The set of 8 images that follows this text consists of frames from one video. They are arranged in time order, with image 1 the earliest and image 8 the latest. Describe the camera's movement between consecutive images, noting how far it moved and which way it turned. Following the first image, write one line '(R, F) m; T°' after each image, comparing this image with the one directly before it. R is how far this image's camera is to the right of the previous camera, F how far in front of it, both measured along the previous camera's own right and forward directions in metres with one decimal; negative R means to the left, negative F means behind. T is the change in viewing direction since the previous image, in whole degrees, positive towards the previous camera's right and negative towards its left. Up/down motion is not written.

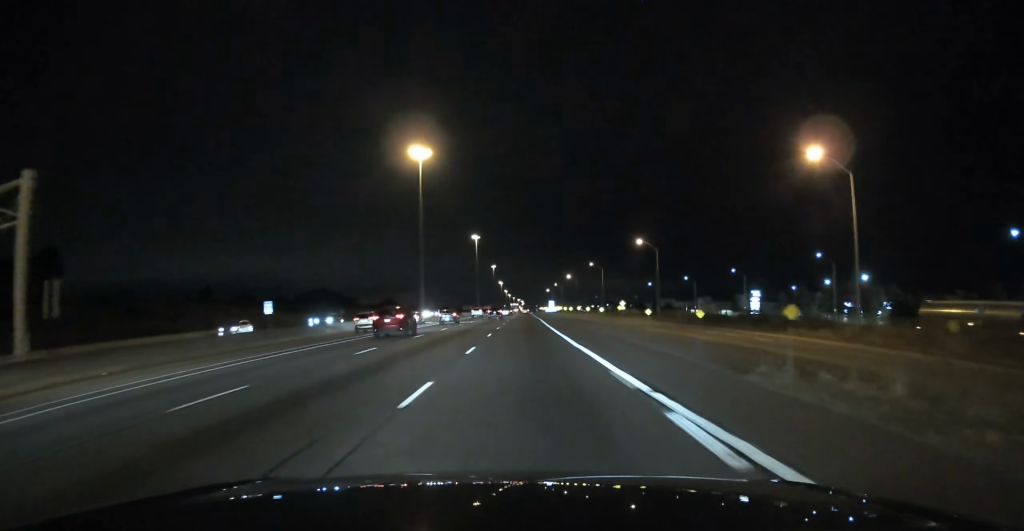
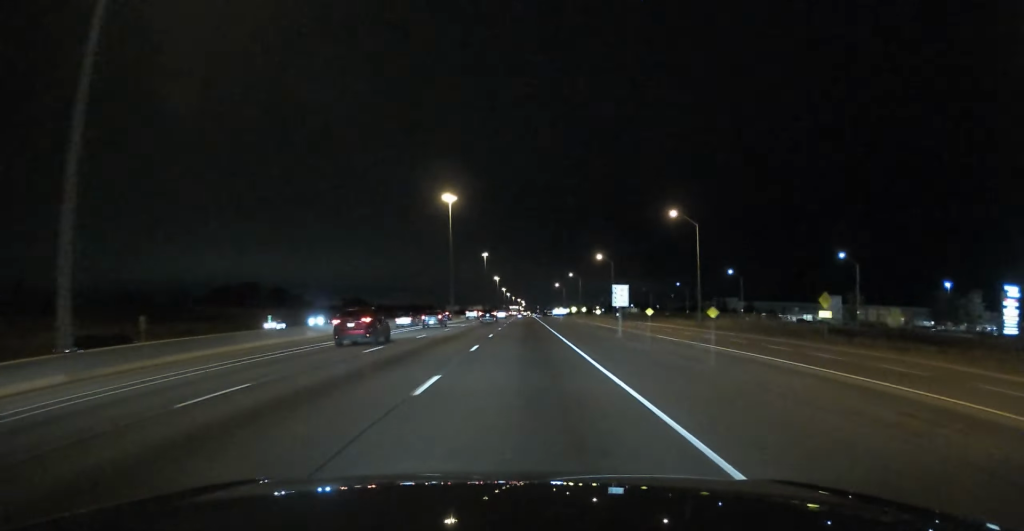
(-0.1, +94.8) m; 0°
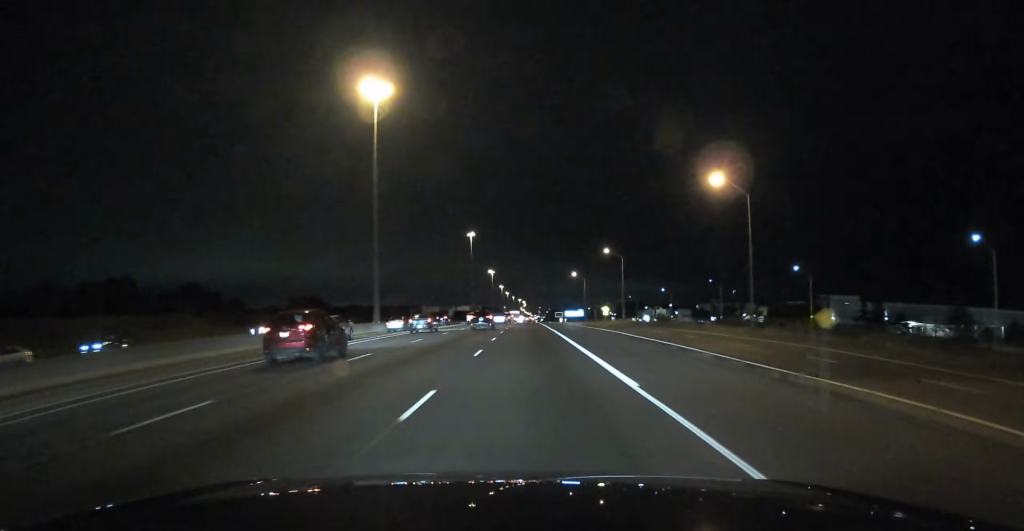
(-0.1, +86.4) m; 0°
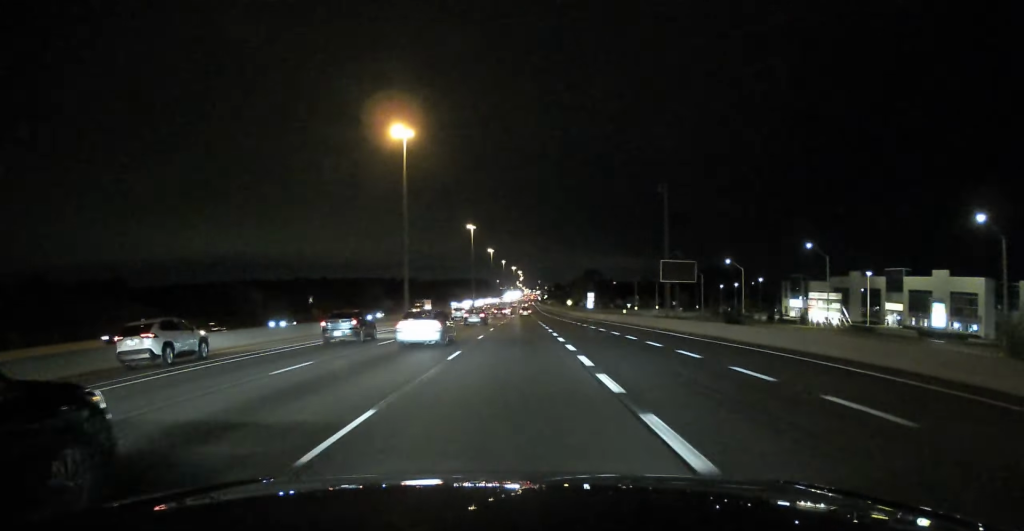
(+1.1, +257.8) m; +1°
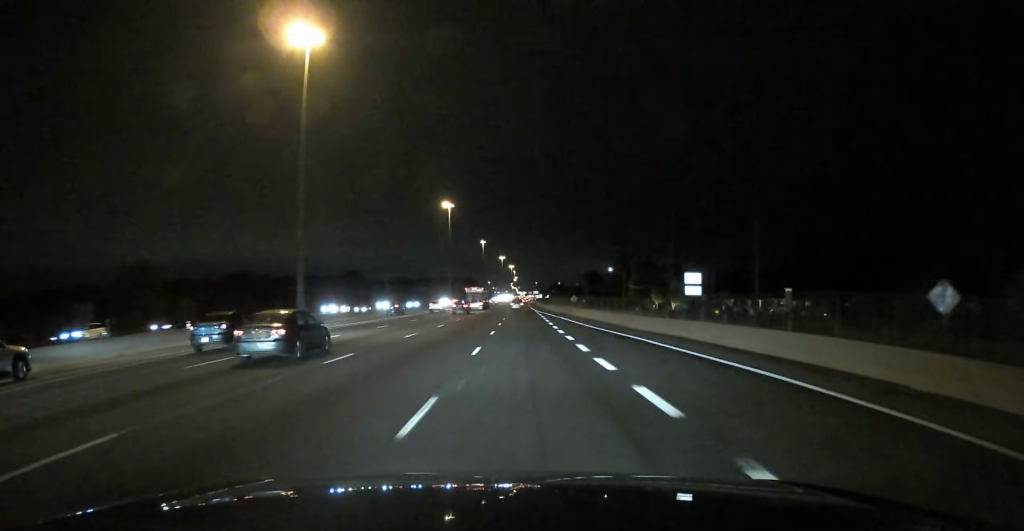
(+0.2, +180.9) m; 0°
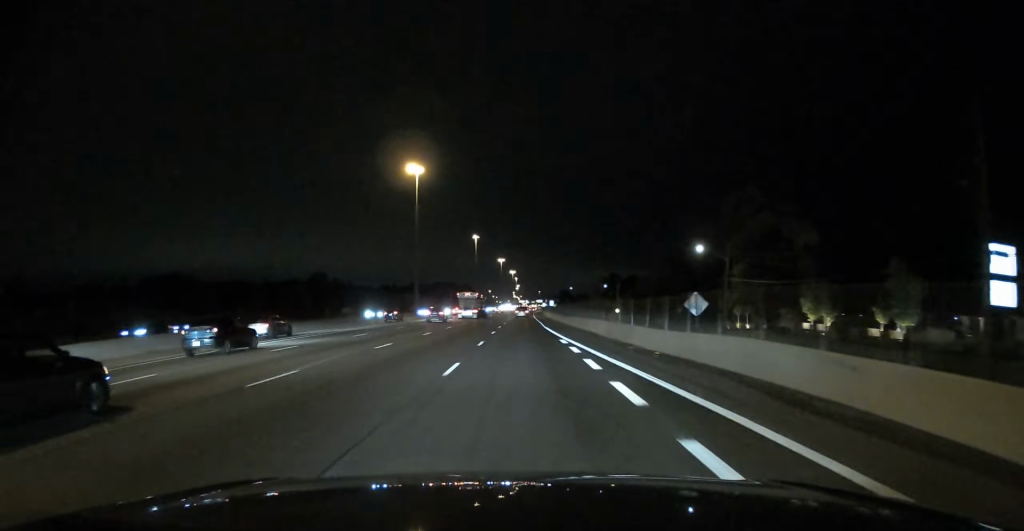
(-0.2, +66.2) m; 0°
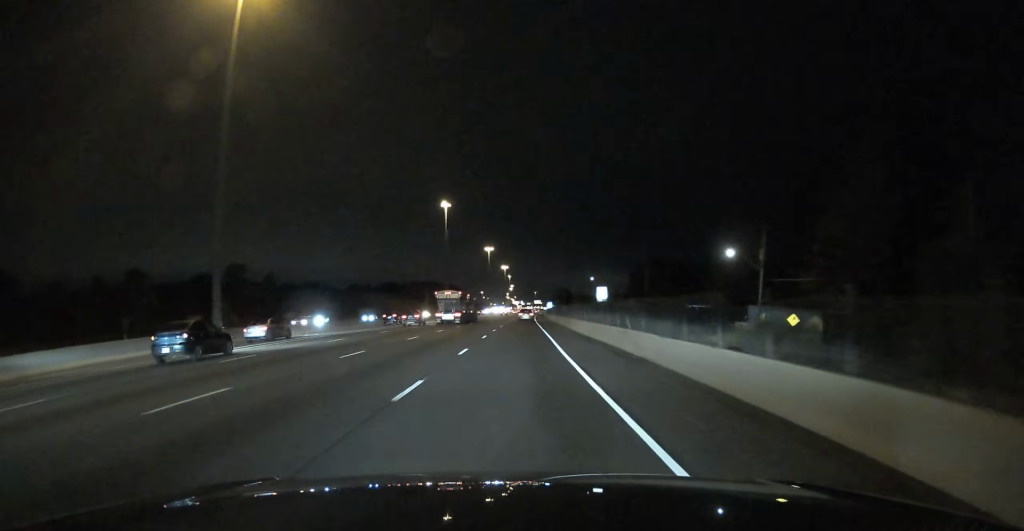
(-0.2, +90.2) m; 0°
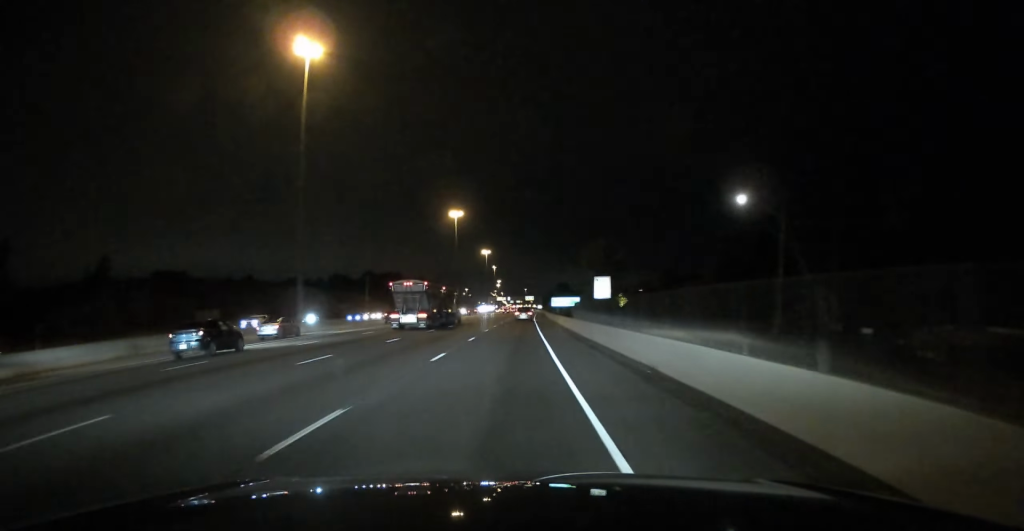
(+0.9, +116.3) m; 0°
